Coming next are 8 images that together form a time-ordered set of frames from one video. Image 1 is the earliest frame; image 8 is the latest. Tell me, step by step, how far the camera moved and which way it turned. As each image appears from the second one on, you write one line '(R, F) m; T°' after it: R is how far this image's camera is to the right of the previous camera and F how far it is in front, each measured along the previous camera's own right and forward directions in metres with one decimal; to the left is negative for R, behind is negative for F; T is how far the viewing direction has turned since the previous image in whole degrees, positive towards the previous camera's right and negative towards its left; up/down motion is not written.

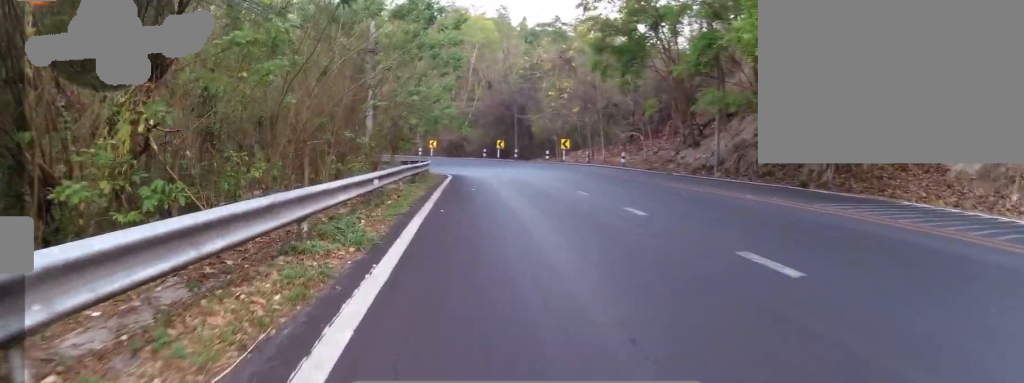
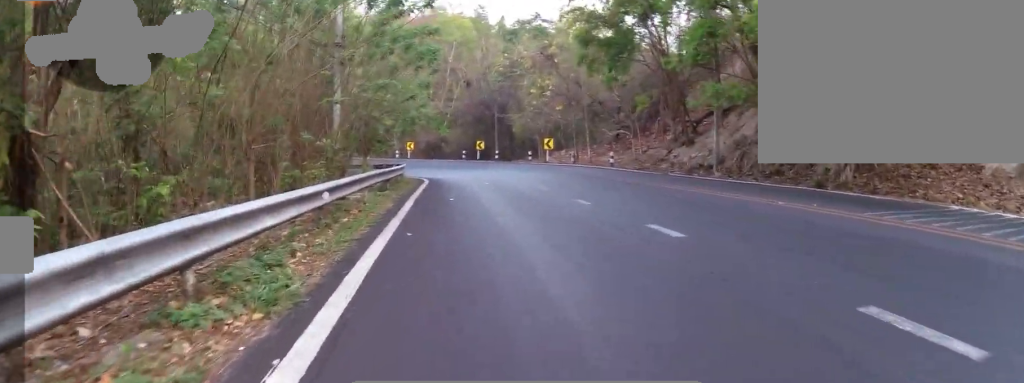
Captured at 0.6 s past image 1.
(-0.1, +2.4) m; -5°
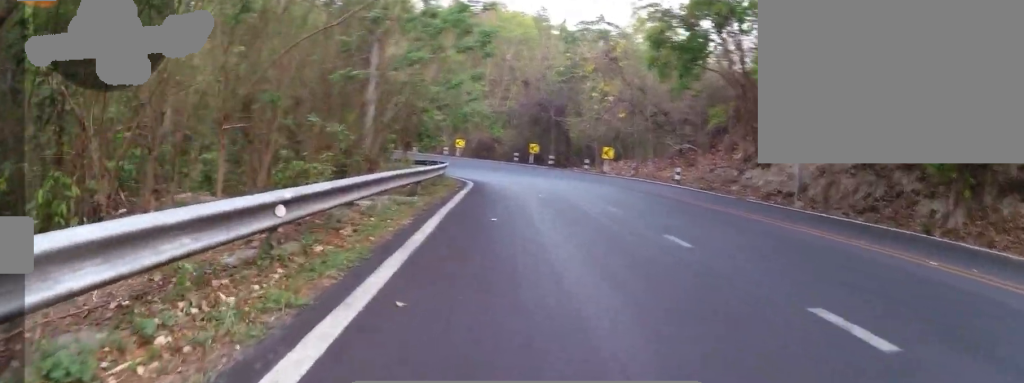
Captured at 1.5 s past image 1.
(-0.1, +3.3) m; -3°
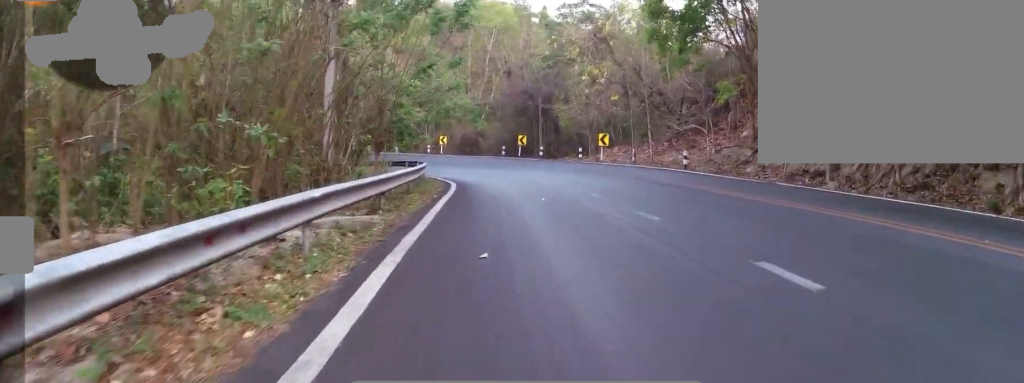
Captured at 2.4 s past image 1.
(-0.1, +3.2) m; -3°
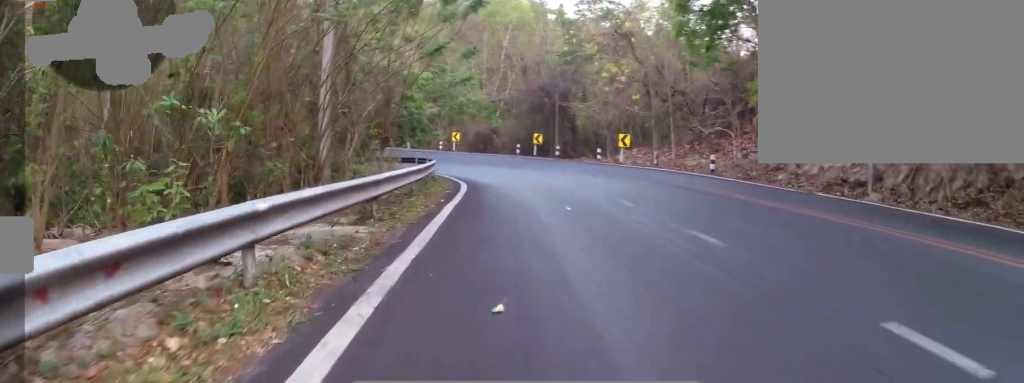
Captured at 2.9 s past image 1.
(0.0, +1.9) m; 0°
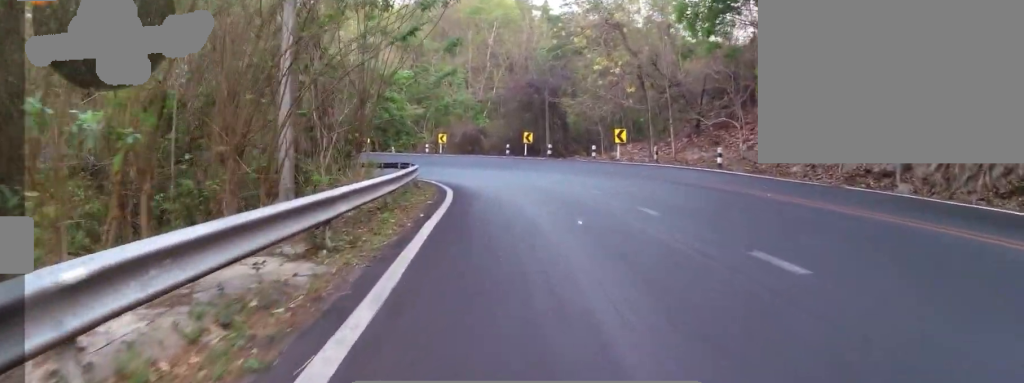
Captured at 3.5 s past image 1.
(0.0, +2.2) m; 0°
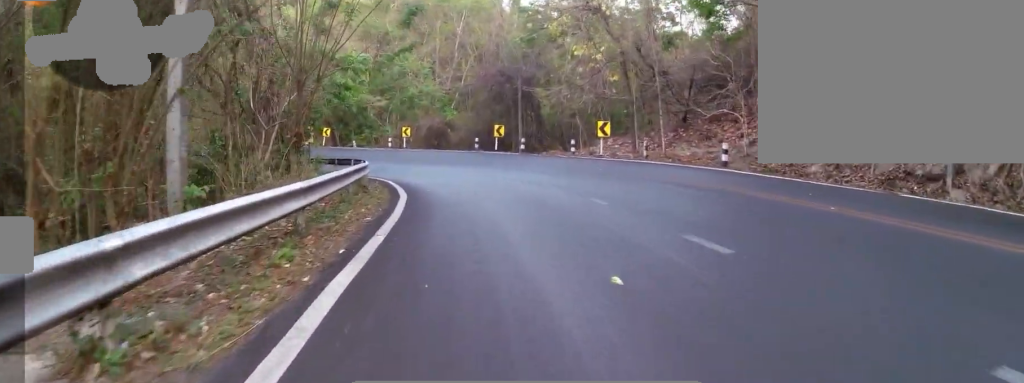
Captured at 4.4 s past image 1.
(0.0, +3.8) m; +1°
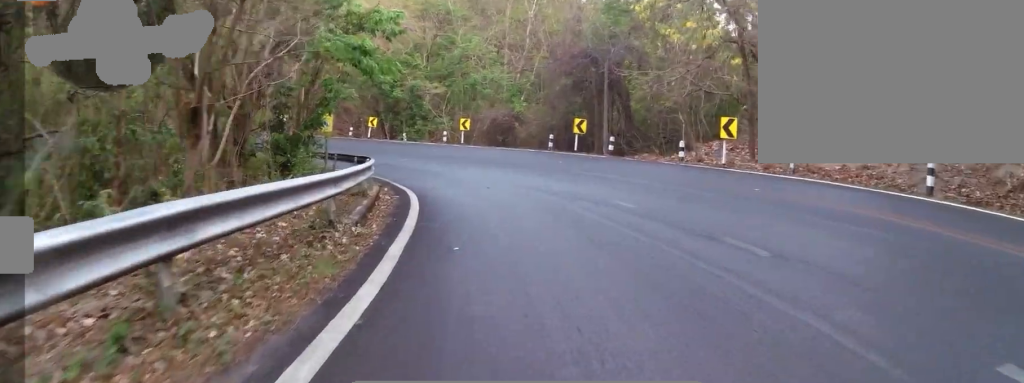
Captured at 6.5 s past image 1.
(+0.6, +9.0) m; +1°
